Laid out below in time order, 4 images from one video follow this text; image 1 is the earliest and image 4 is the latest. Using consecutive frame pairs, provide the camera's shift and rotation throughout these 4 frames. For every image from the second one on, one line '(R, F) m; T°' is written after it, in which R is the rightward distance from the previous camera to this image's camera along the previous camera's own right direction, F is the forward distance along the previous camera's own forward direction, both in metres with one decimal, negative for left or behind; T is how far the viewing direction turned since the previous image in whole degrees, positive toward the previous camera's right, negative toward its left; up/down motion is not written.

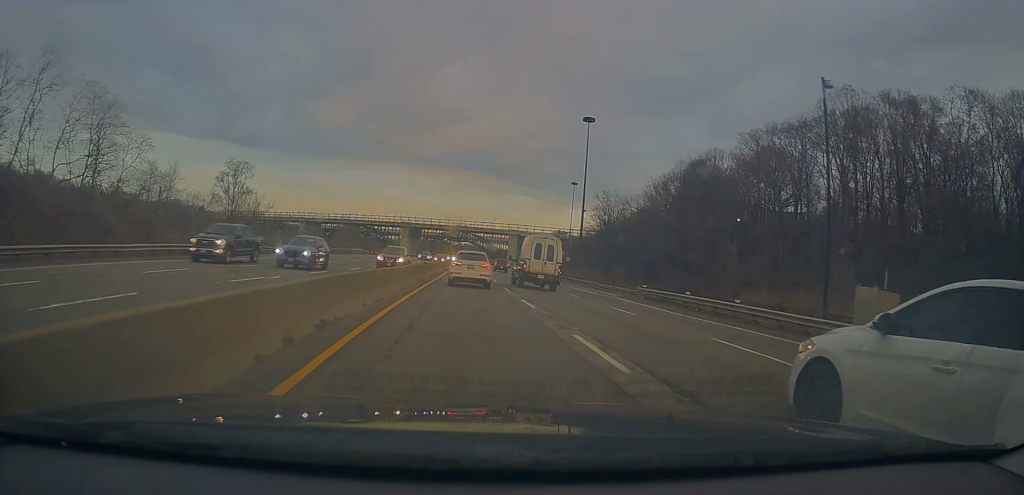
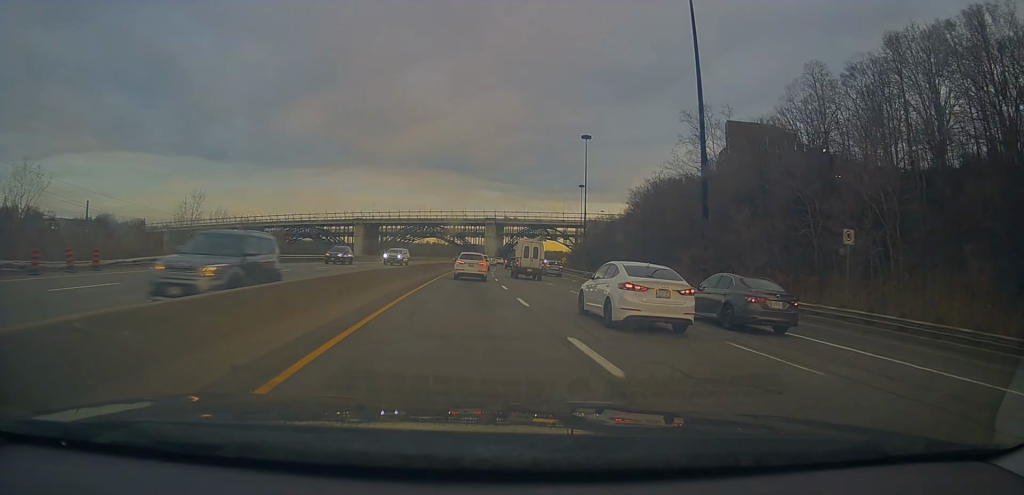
(+0.9, +72.7) m; +1°
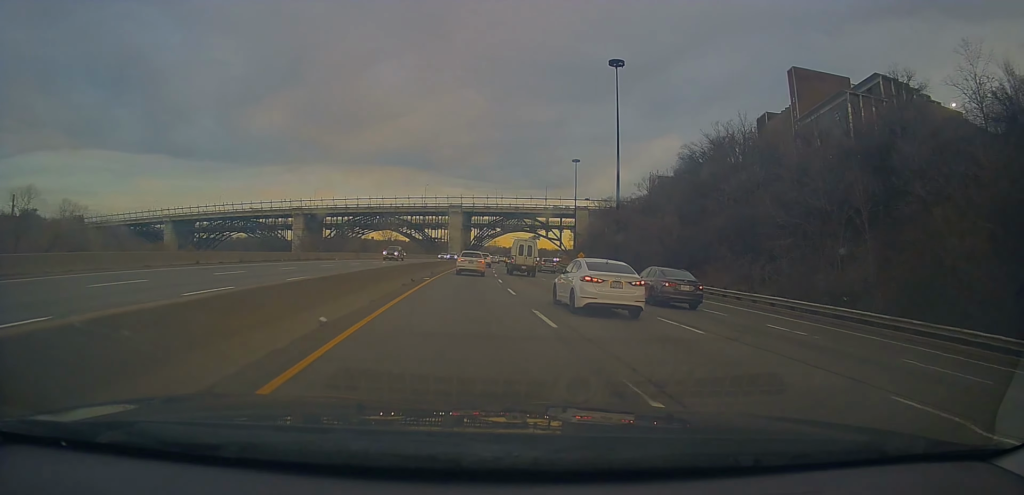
(+1.6, +58.1) m; +4°
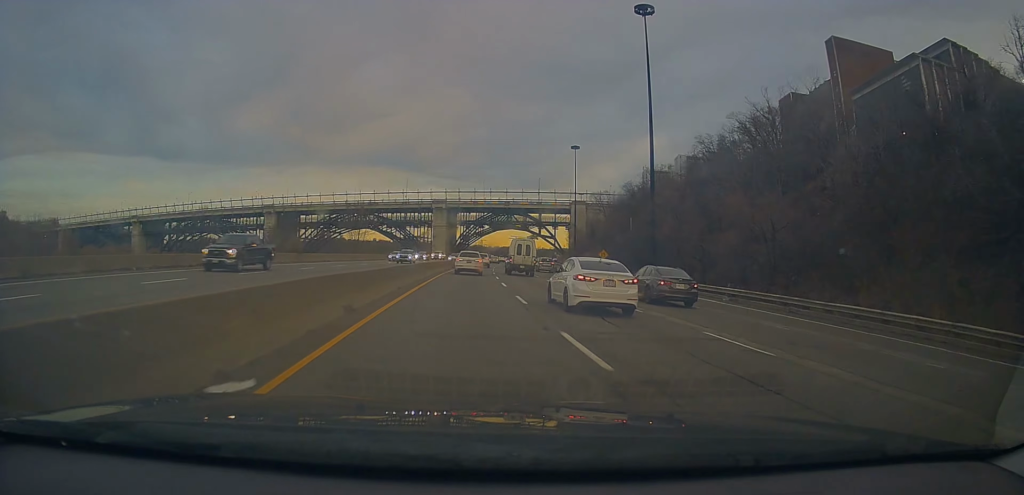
(+0.7, +22.6) m; +3°
